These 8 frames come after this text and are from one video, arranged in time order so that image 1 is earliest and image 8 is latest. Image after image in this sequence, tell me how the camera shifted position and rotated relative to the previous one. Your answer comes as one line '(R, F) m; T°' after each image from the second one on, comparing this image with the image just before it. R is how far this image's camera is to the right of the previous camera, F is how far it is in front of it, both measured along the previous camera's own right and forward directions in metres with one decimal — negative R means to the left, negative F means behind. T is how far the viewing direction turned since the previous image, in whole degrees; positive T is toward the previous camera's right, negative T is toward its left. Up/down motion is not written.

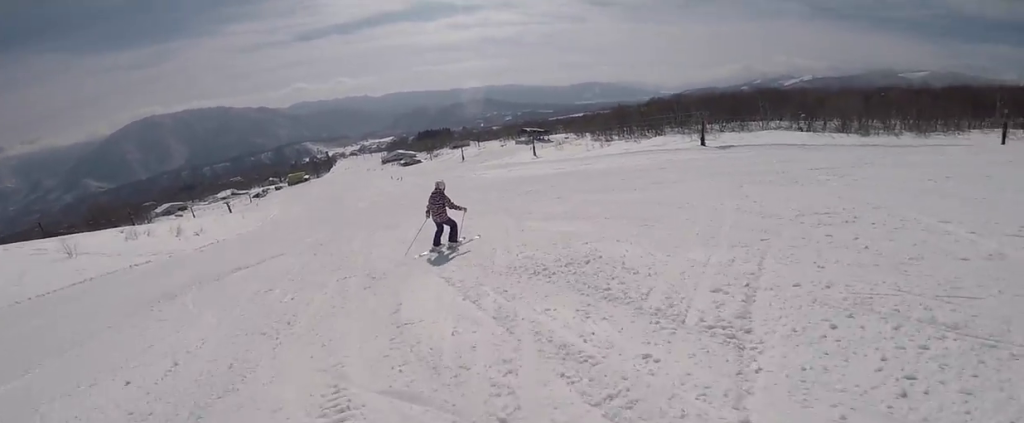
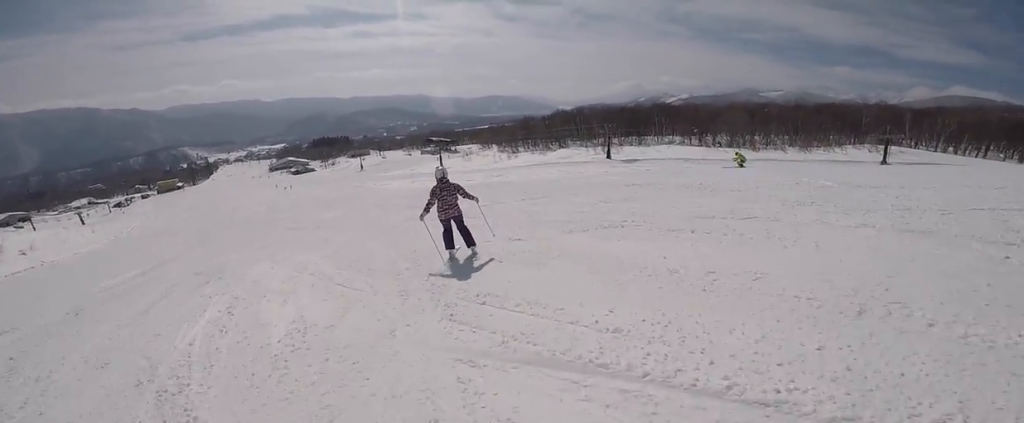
(+1.6, +6.6) m; +15°
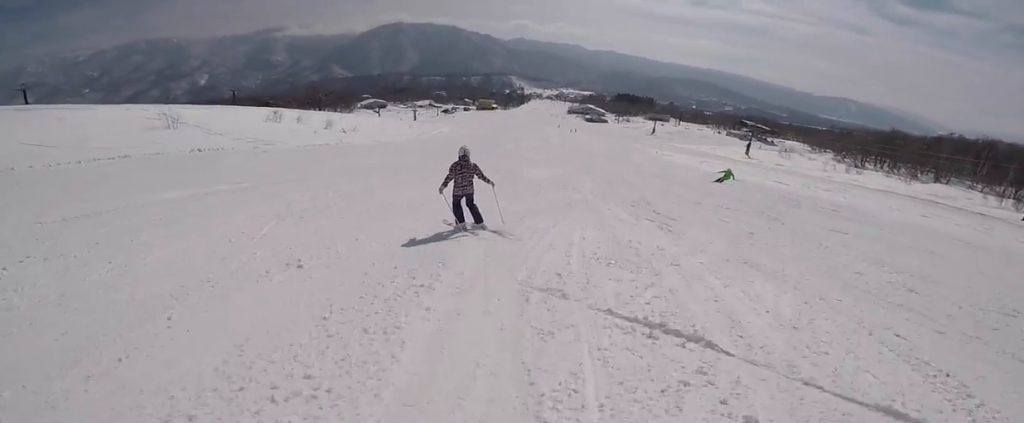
(0.0, +12.2) m; -9°
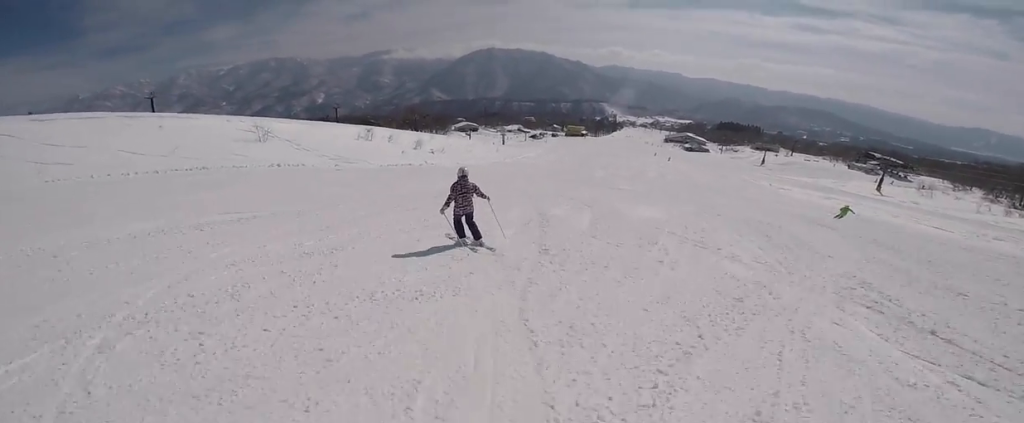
(-0.6, +5.5) m; -13°
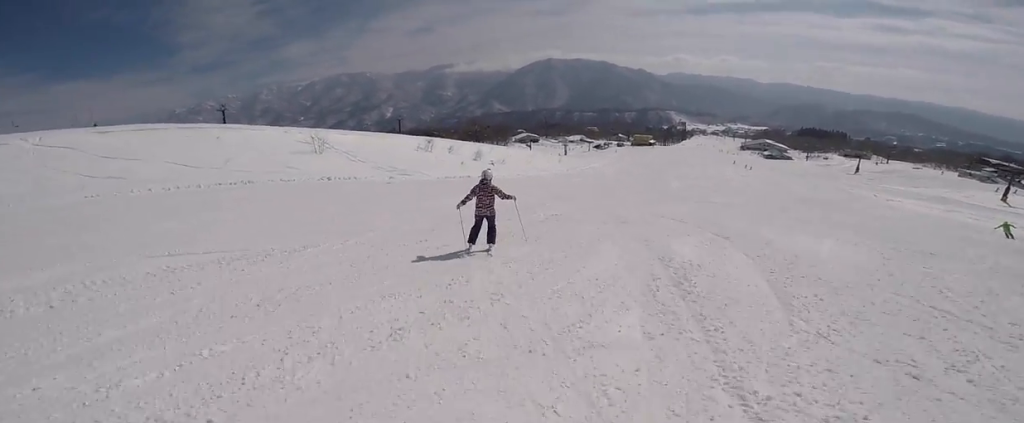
(-0.6, +4.5) m; -10°
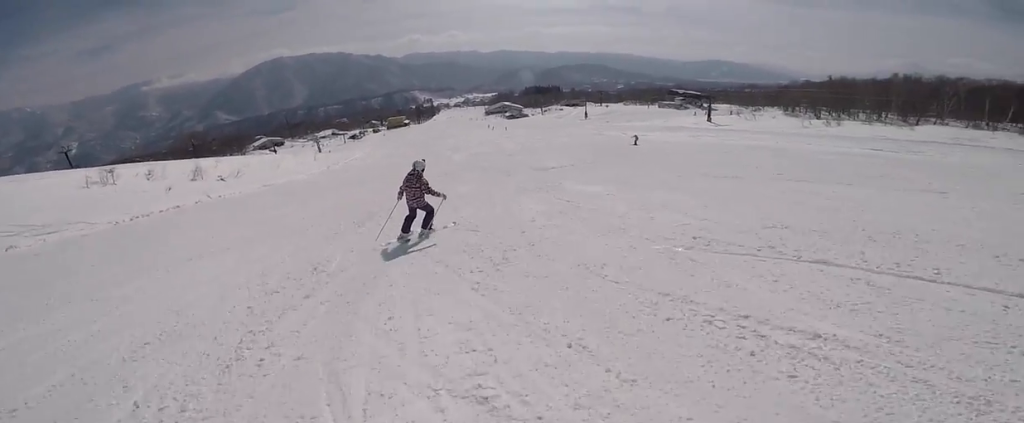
(-1.0, +12.2) m; +8°
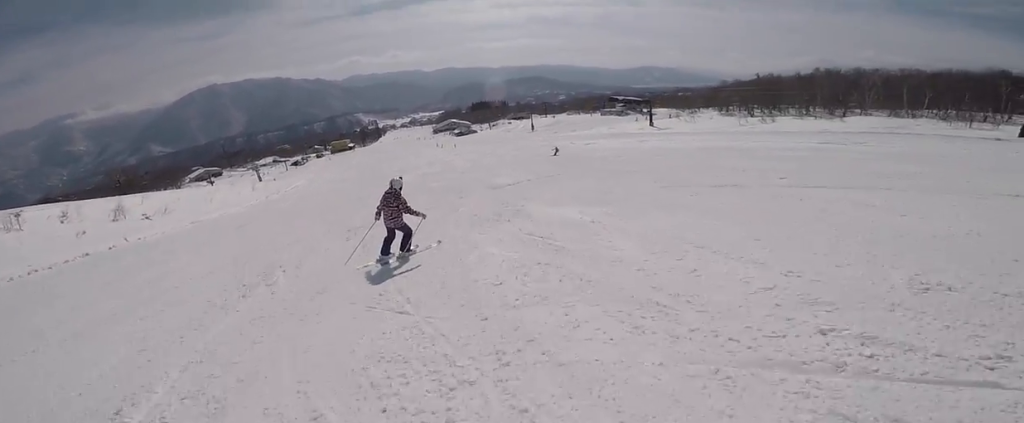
(+0.4, +2.9) m; +9°
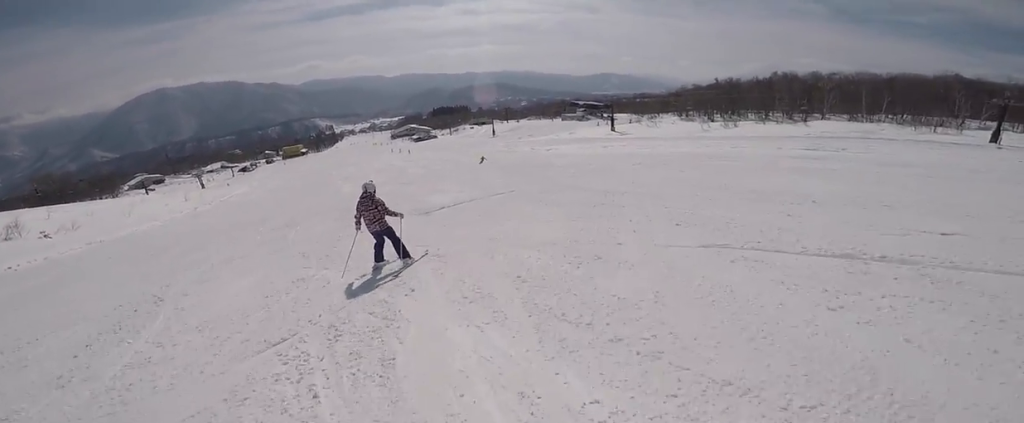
(+1.0, +6.2) m; +12°
